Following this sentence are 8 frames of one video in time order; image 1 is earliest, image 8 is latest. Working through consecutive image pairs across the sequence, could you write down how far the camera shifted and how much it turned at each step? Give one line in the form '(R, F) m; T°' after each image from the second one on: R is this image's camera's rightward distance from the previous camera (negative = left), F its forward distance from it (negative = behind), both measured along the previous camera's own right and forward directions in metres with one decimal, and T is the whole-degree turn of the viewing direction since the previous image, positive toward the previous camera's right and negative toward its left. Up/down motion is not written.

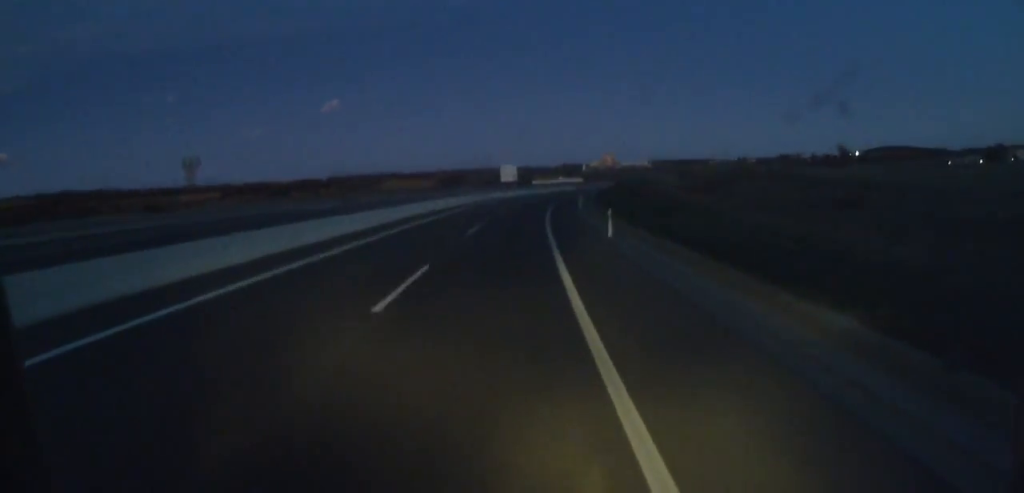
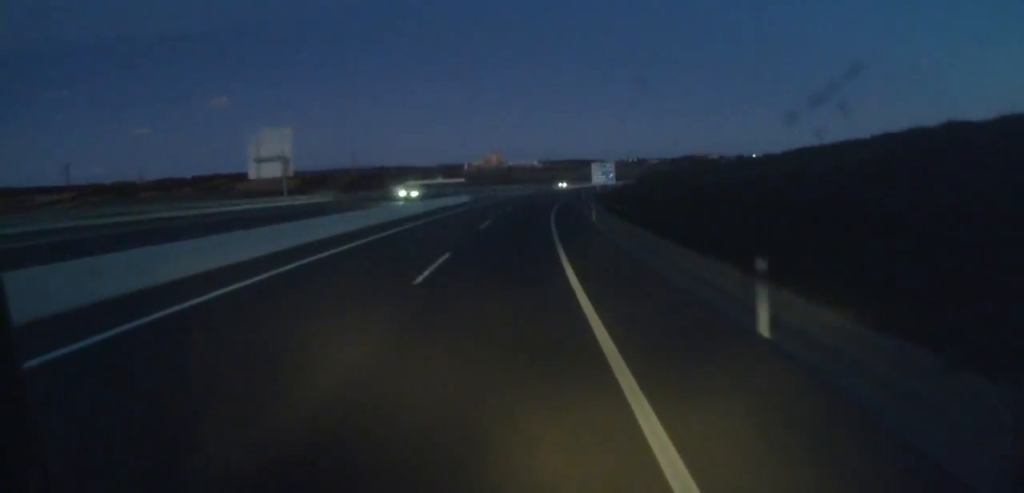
(+11.1, +110.2) m; +12°
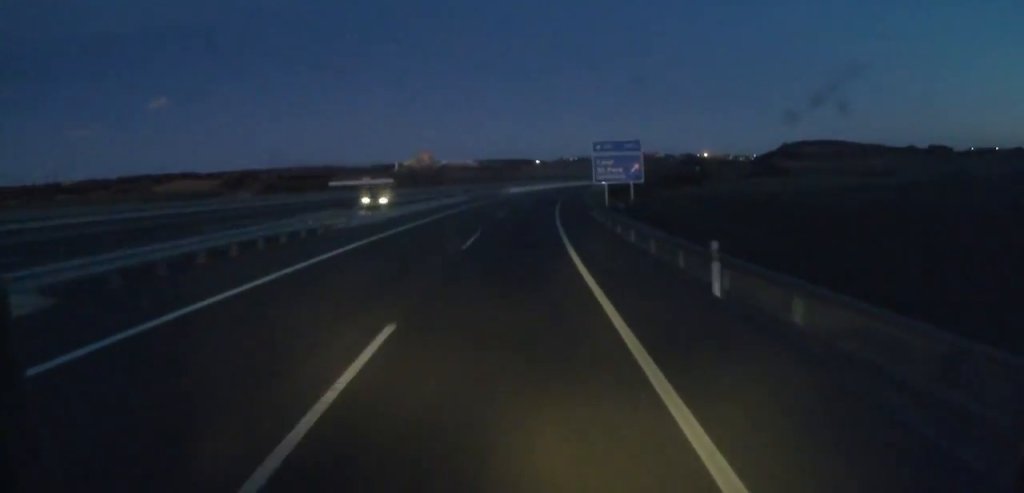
(+1.4, +58.8) m; +7°
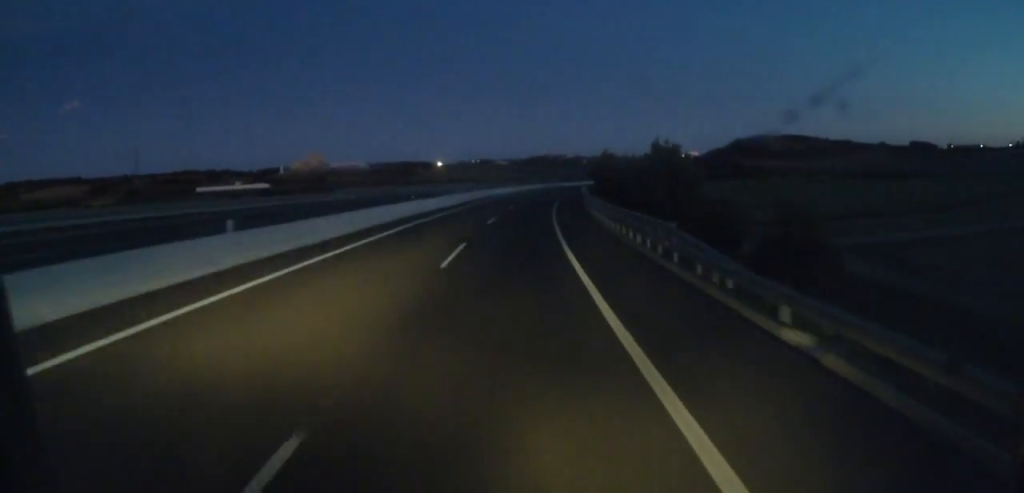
(+8.1, +87.2) m; +9°
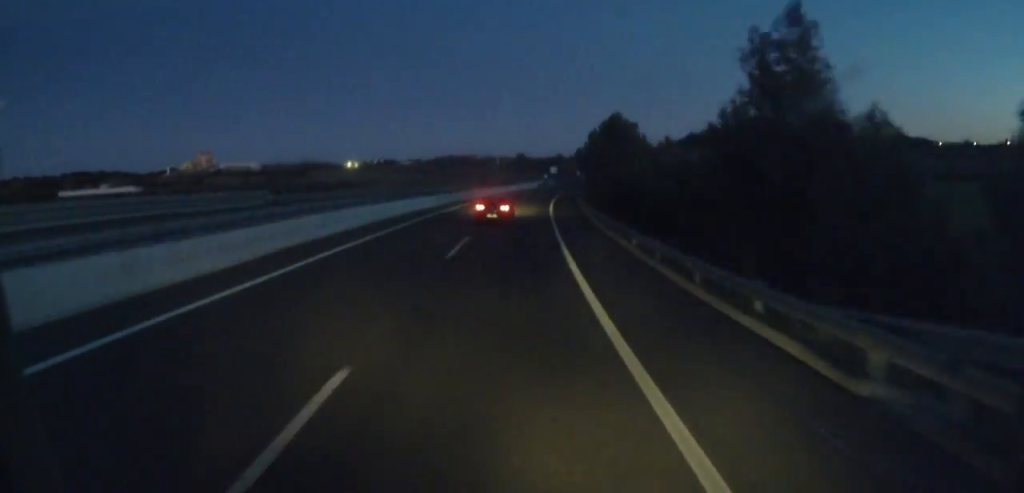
(+5.8, +81.5) m; +8°
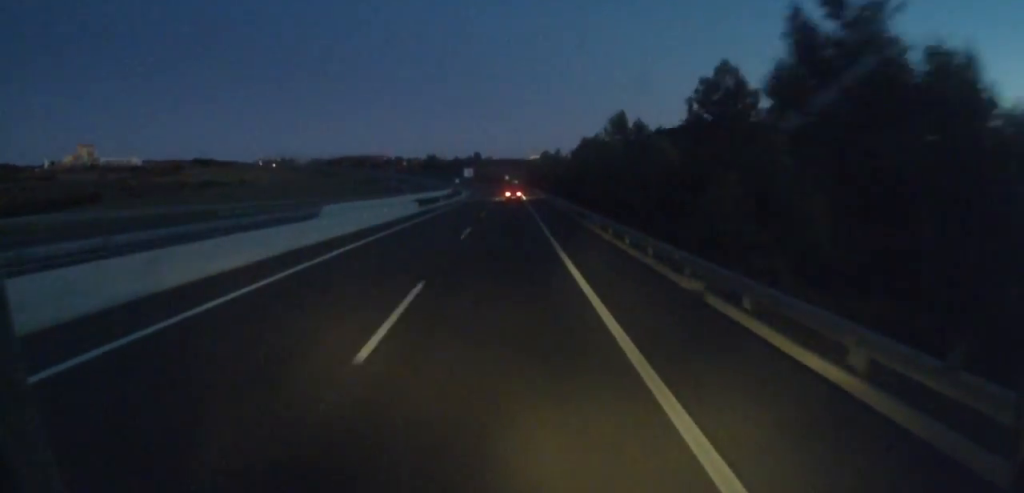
(+7.9, +93.4) m; +6°
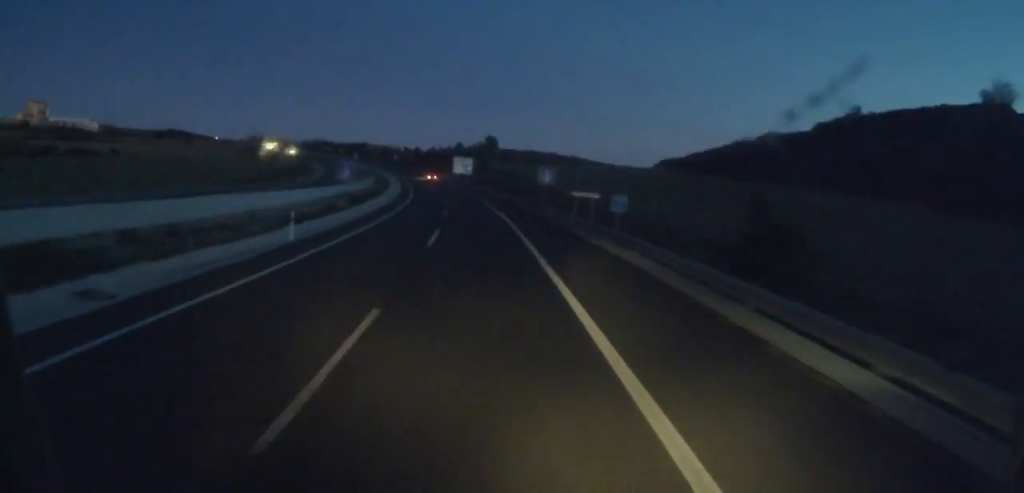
(-0.4, +136.3) m; -4°
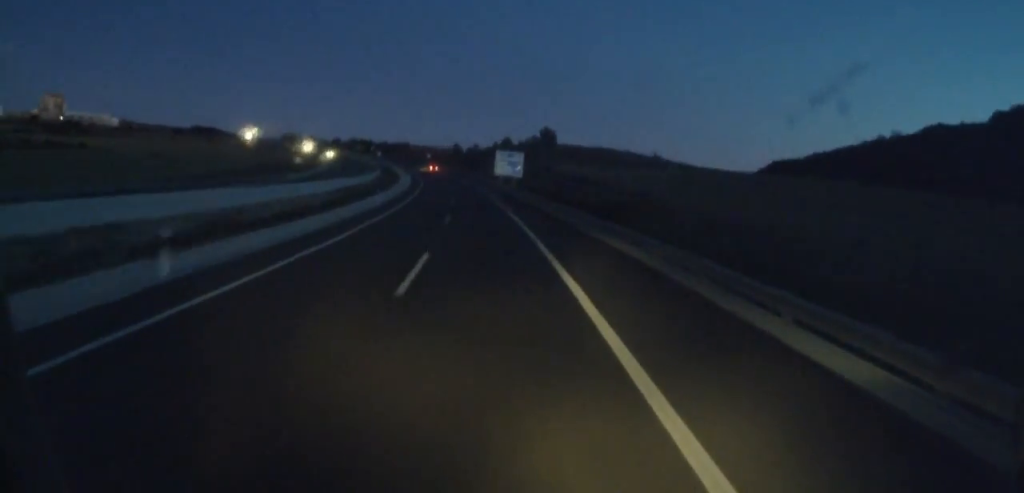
(-0.5, +43.2) m; -3°
